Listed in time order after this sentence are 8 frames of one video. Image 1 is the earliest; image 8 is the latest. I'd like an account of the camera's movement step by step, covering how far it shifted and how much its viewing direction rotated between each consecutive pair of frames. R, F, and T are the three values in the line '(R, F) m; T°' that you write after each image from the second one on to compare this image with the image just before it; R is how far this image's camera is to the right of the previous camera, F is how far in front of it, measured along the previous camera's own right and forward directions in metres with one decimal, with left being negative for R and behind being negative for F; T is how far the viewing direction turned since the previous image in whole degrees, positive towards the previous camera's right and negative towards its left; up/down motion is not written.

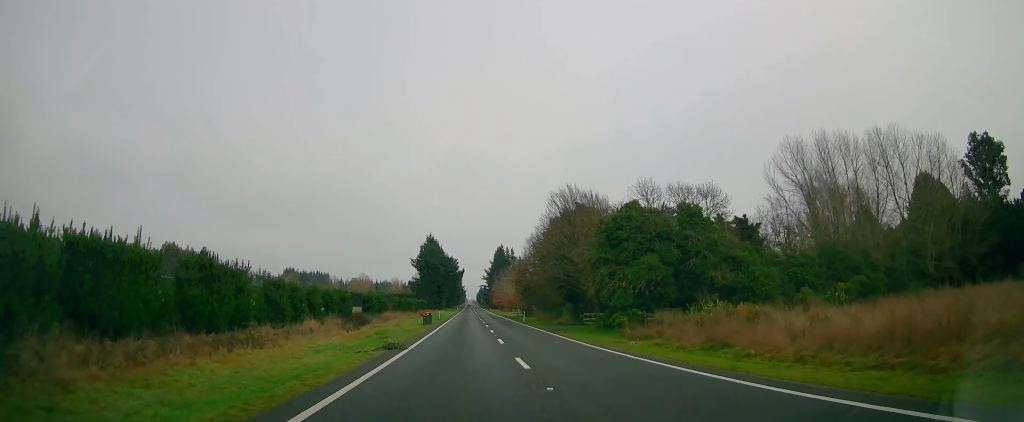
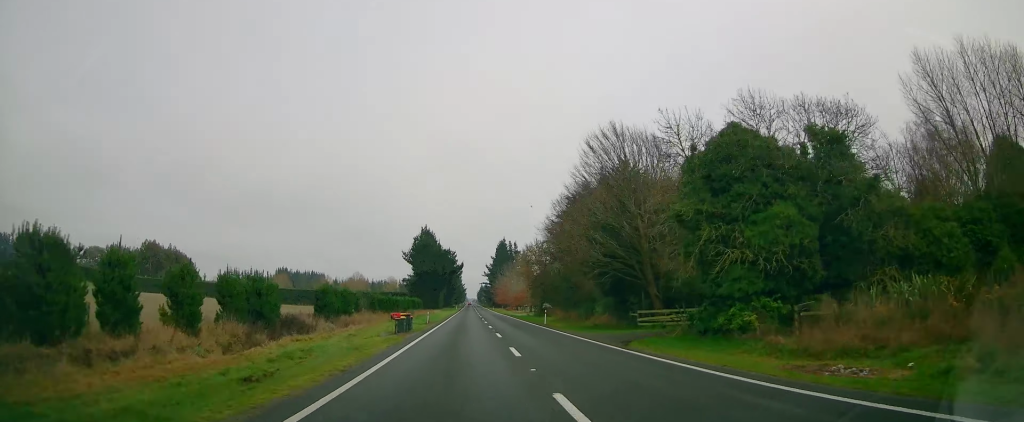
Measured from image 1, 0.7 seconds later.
(0.0, +17.9) m; 0°
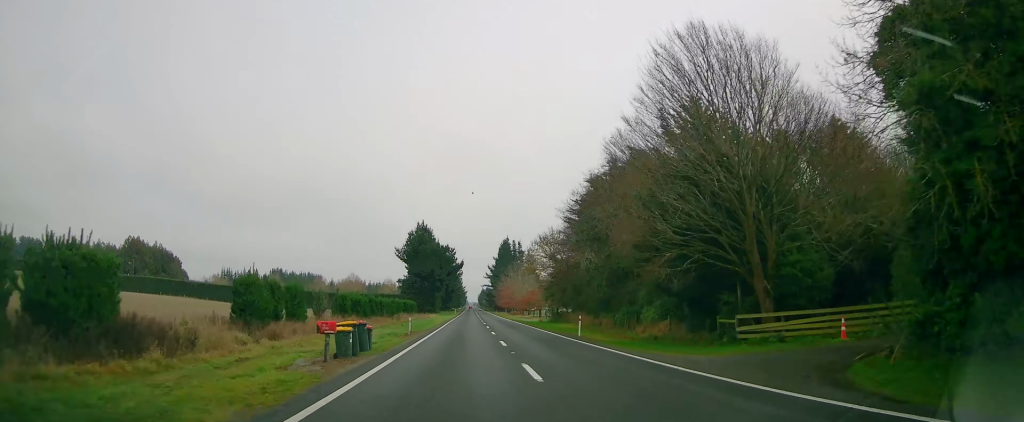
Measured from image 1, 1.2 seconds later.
(0.0, +14.4) m; 0°
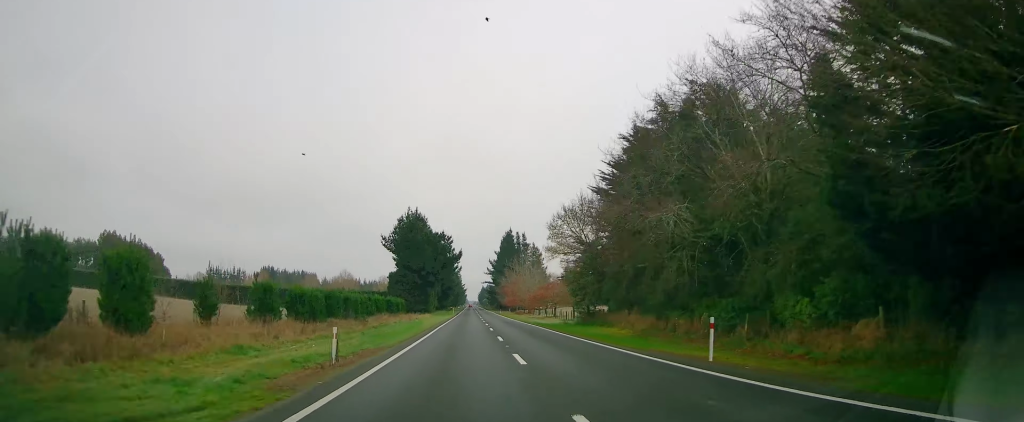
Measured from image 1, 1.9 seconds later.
(-0.1, +17.9) m; 0°
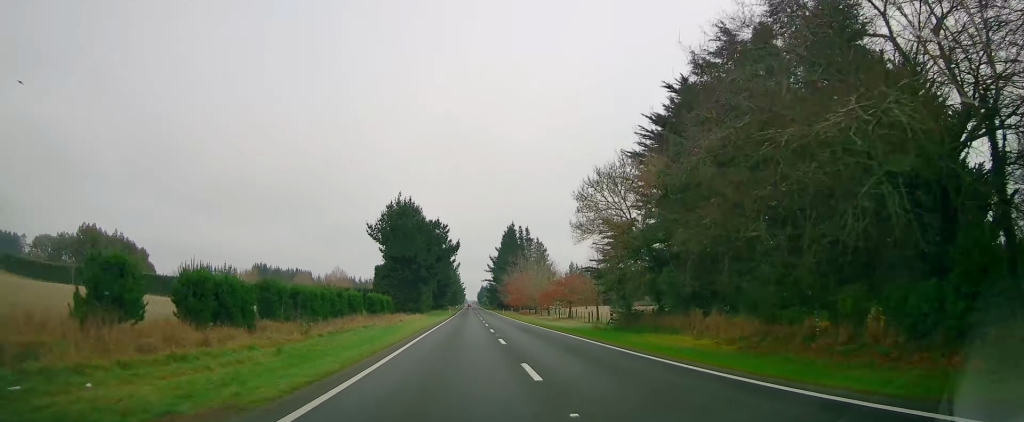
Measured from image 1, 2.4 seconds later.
(-0.2, +13.4) m; 0°
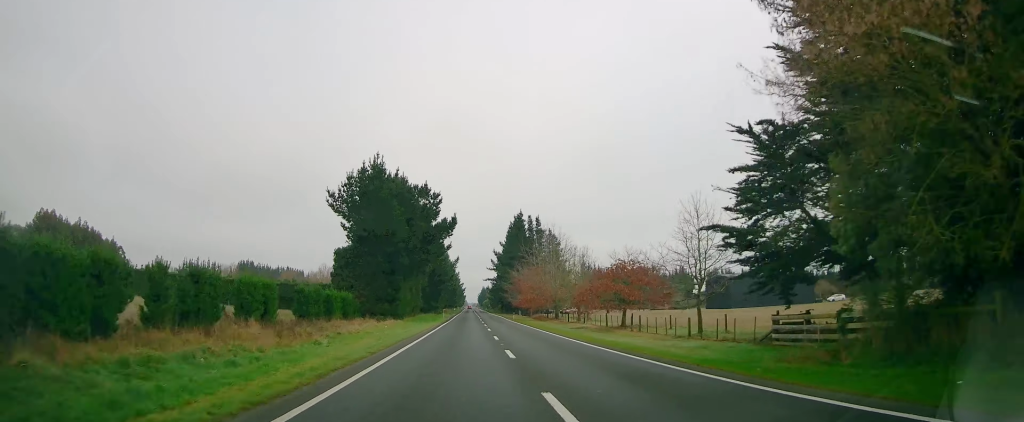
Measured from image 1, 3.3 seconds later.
(+0.2, +24.9) m; 0°
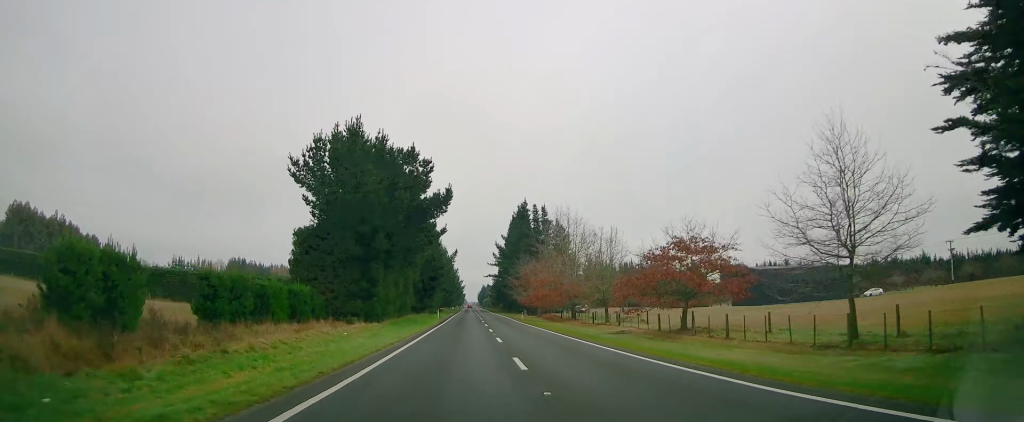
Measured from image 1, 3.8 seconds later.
(0.0, +13.3) m; 0°
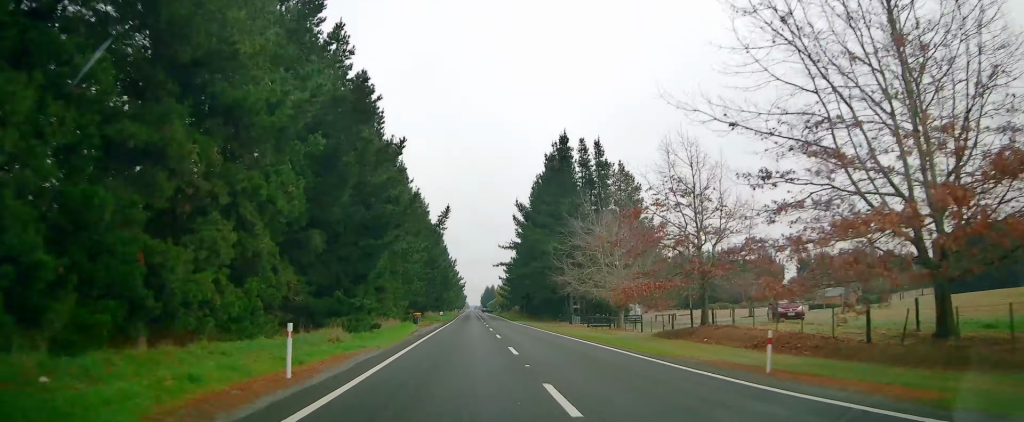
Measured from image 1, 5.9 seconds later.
(+0.2, +56.2) m; +1°
